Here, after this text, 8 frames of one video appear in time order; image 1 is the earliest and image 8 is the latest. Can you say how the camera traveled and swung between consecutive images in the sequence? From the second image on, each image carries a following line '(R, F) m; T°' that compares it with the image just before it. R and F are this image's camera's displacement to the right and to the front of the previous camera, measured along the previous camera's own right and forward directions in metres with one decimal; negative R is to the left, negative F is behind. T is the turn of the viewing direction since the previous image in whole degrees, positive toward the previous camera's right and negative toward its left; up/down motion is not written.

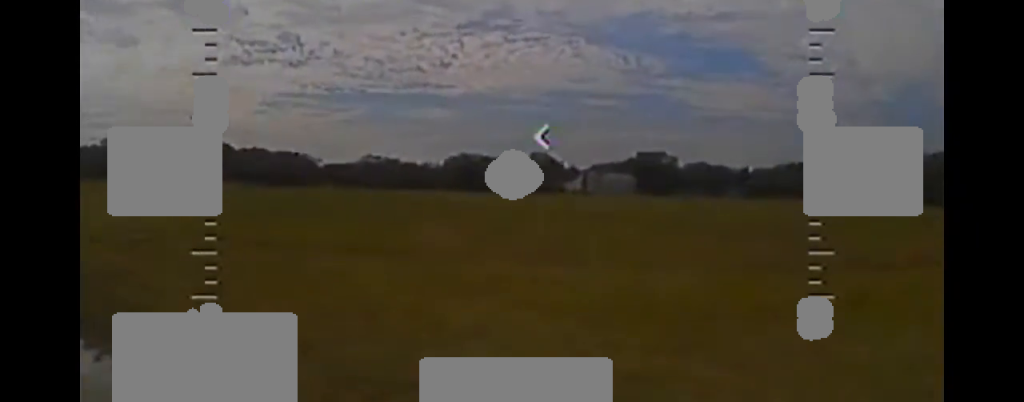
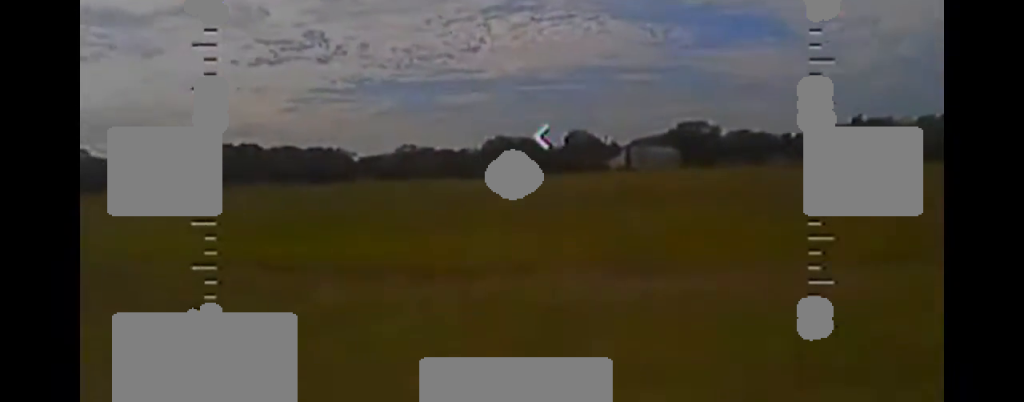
(0.0, +6.2) m; -1°
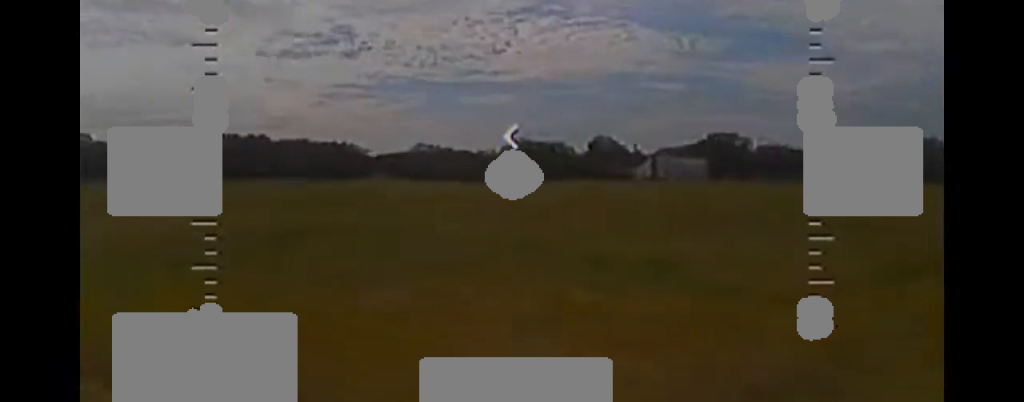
(-0.2, +10.8) m; -2°
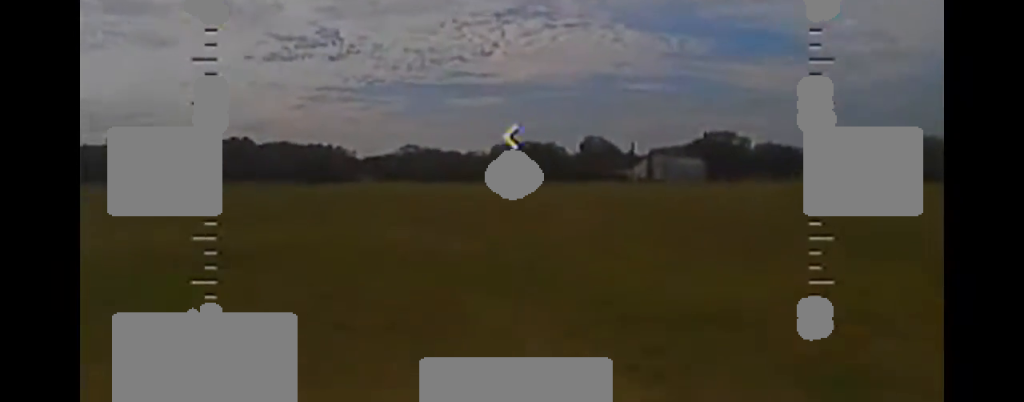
(-0.2, +6.6) m; -1°
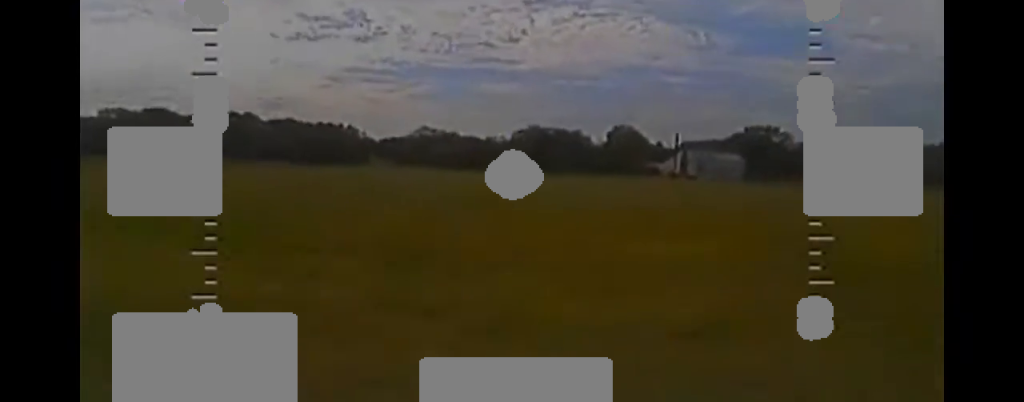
(-0.2, +15.9) m; -1°
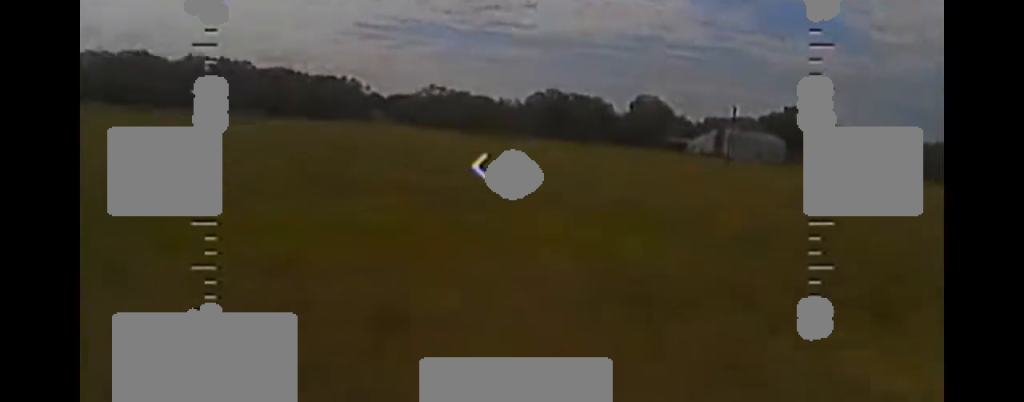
(-0.1, +17.8) m; -3°
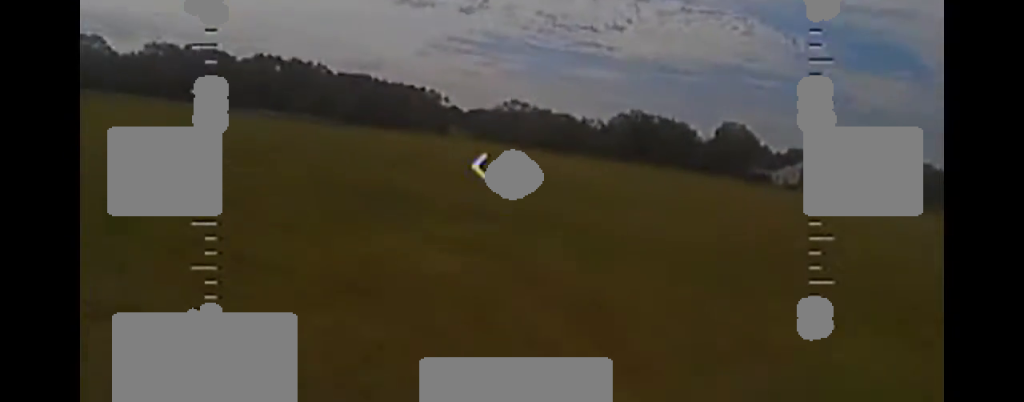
(-0.3, +6.4) m; -4°
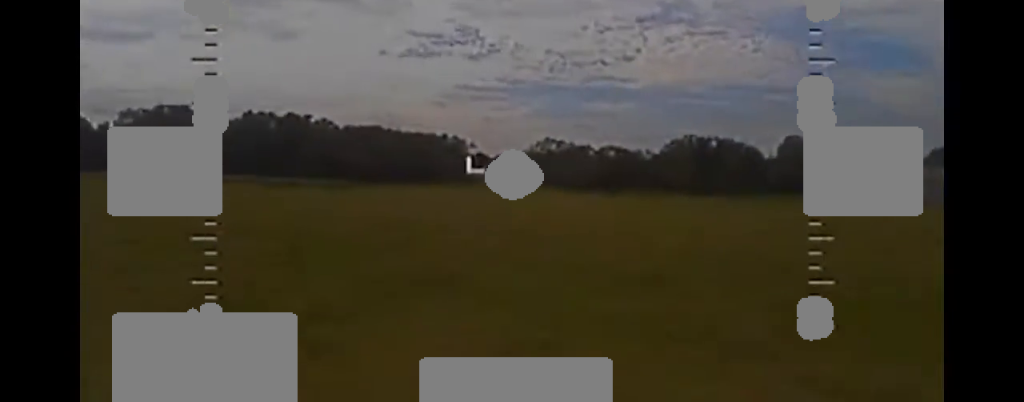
(-2.6, +22.5) m; -8°
